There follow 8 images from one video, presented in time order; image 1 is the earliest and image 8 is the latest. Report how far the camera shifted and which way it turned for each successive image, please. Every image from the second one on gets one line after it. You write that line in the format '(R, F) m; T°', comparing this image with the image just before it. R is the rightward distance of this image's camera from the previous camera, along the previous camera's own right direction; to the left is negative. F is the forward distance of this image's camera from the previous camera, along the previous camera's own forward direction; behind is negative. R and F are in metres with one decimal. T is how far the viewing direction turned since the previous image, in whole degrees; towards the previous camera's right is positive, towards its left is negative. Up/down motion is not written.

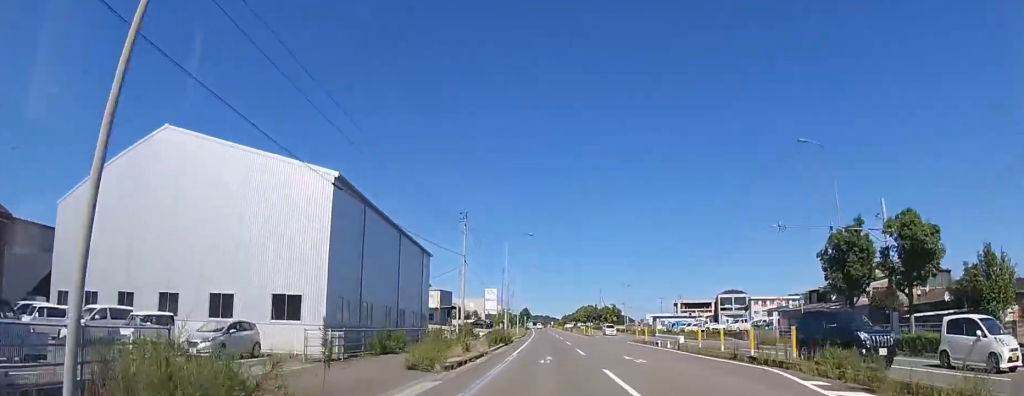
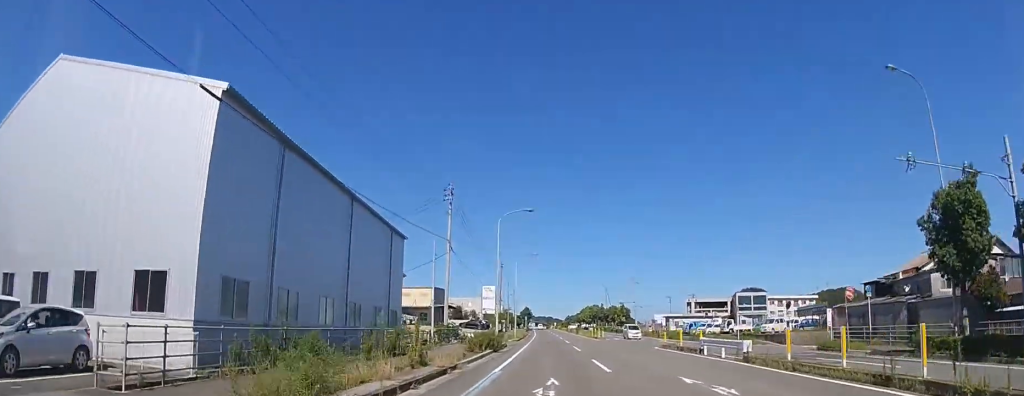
(0.0, +9.1) m; 0°
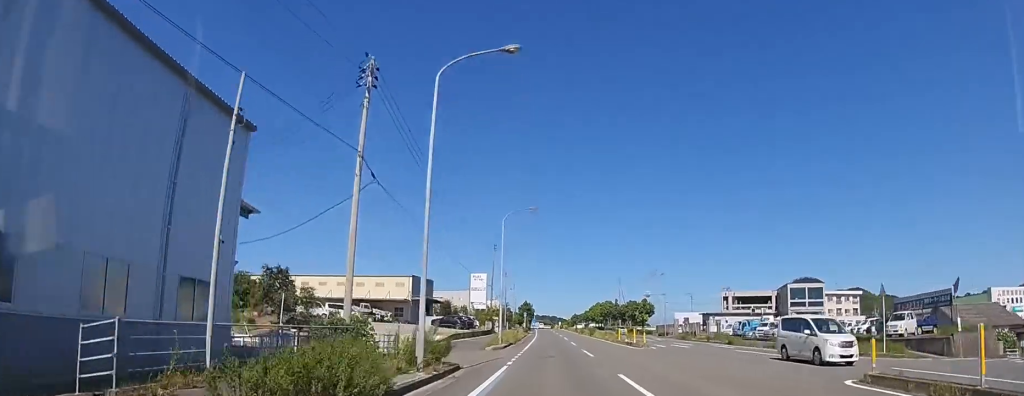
(-0.2, +21.8) m; -1°
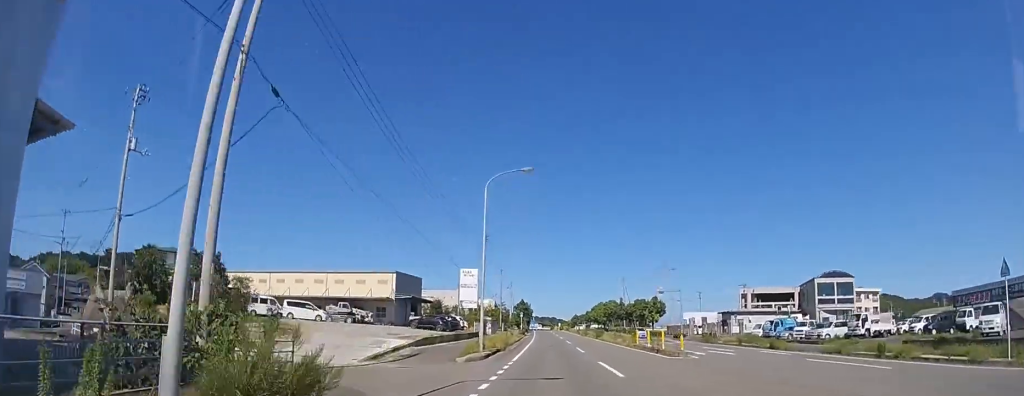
(0.0, +9.7) m; 0°
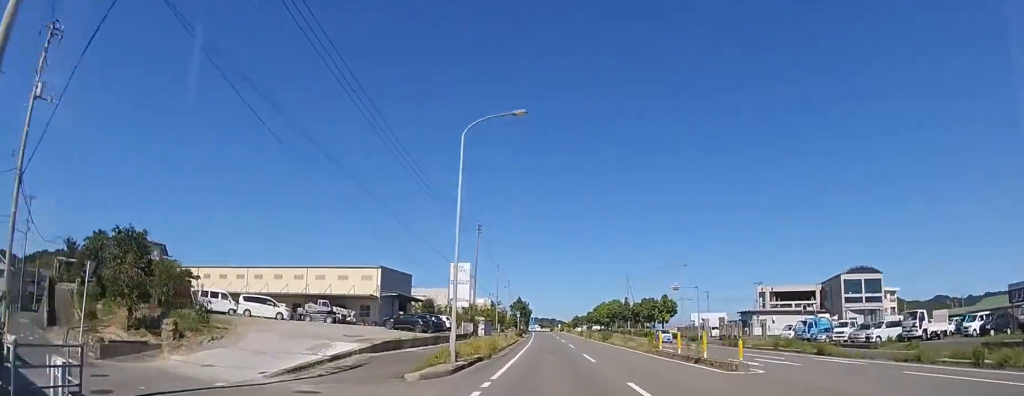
(0.0, +7.3) m; 0°
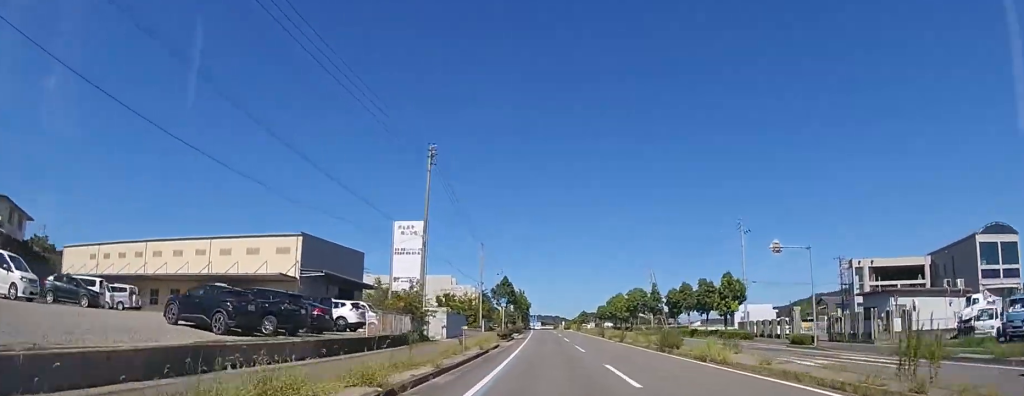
(0.0, +25.6) m; 0°
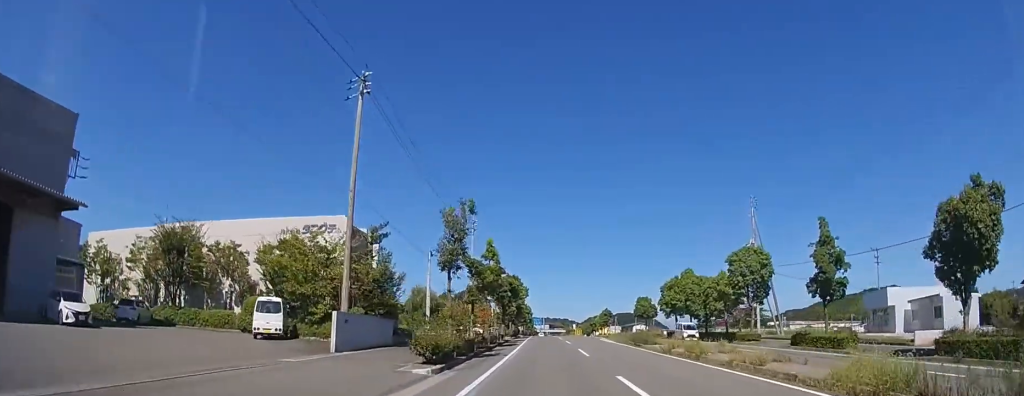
(-0.3, +48.8) m; -1°
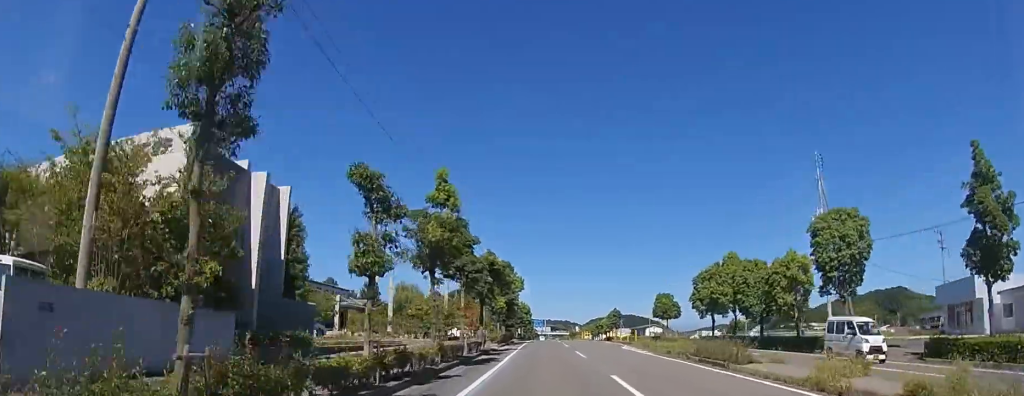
(-0.1, +14.0) m; 0°
